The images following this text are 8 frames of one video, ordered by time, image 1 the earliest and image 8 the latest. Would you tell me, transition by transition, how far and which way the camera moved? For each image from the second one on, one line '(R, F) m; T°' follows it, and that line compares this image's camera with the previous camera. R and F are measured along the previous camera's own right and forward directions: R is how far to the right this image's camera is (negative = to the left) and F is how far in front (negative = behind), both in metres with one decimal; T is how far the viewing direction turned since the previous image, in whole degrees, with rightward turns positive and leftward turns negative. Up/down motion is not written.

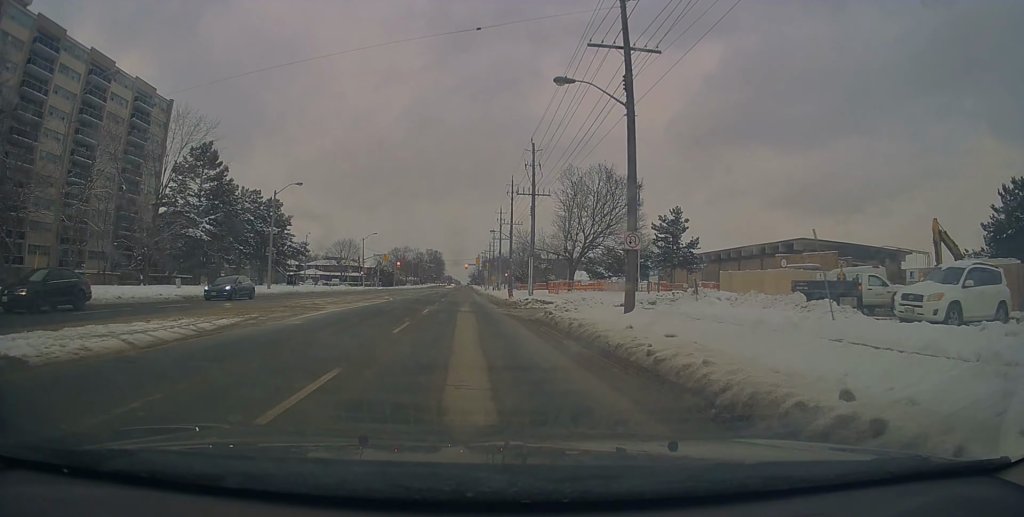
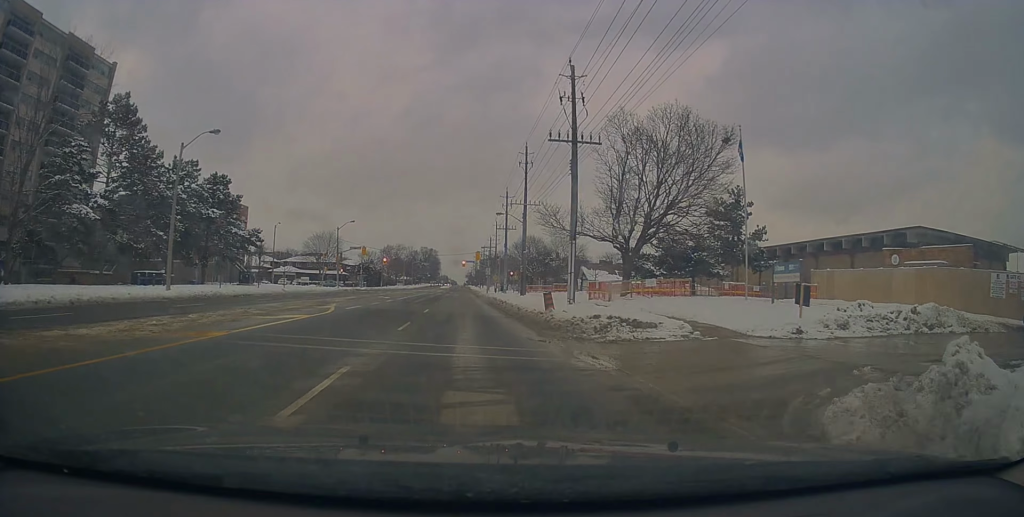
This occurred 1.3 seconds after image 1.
(-0.1, +18.9) m; -1°
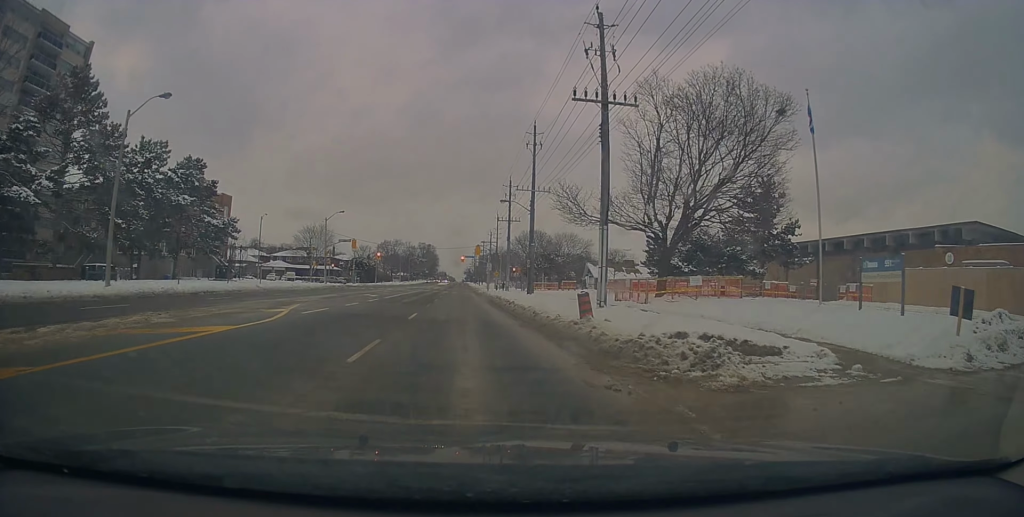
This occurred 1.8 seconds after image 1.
(-0.1, +6.9) m; 0°
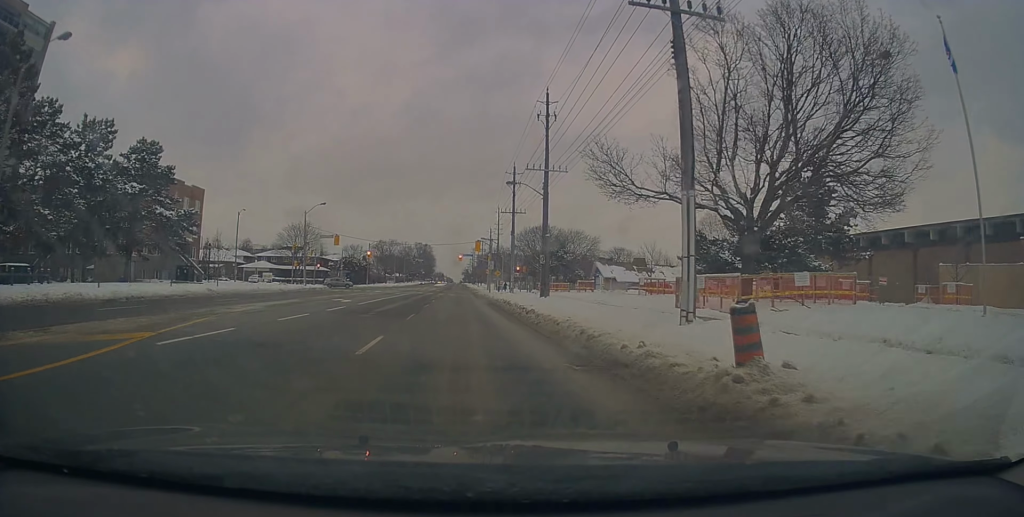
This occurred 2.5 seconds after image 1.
(+0.1, +9.0) m; 0°
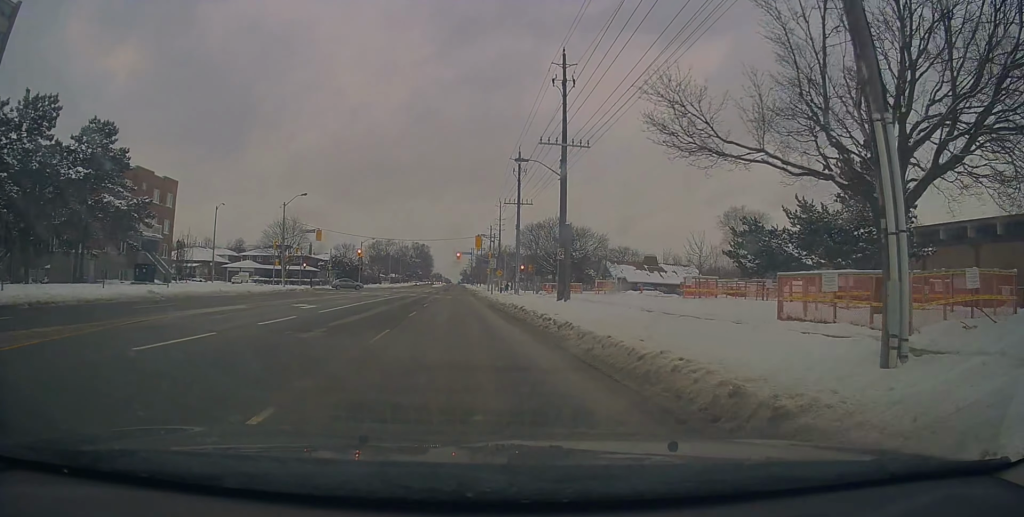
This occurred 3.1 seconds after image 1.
(0.0, +7.5) m; 0°
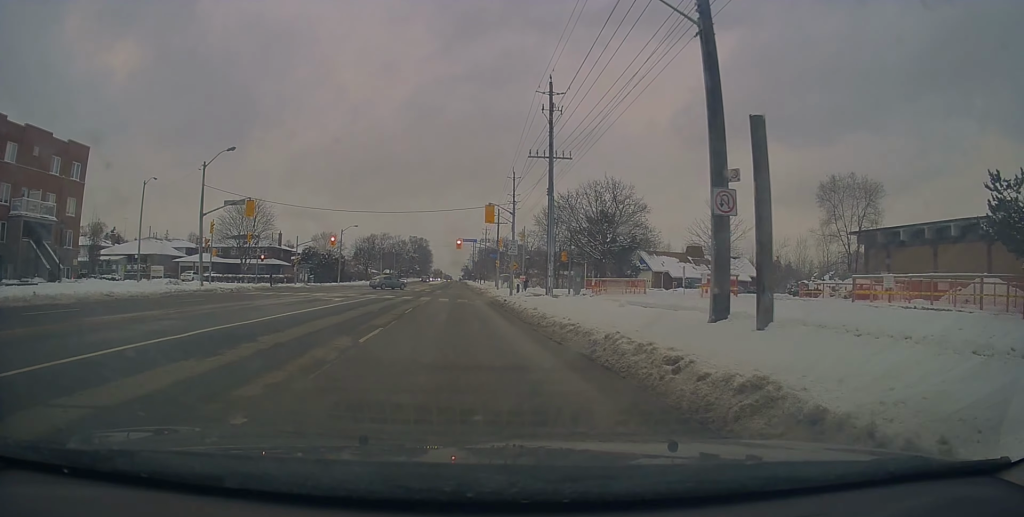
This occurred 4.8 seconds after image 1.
(+0.3, +20.0) m; +2°
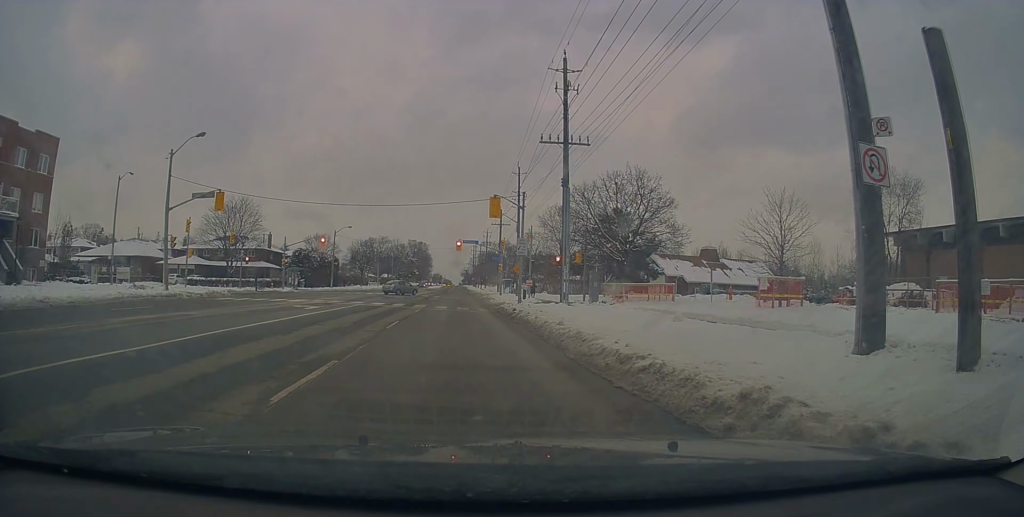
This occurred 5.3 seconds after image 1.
(-0.1, +5.2) m; -1°
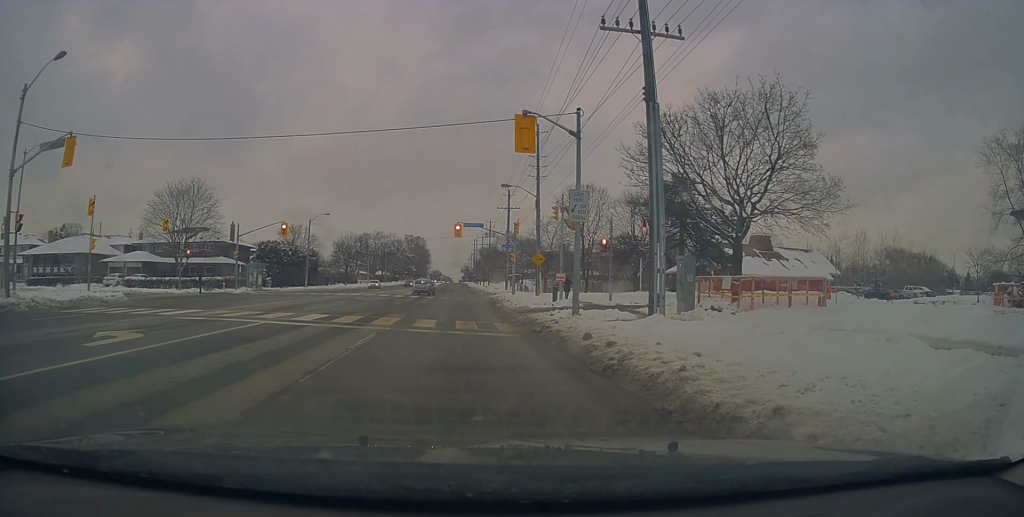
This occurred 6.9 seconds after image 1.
(-0.3, +15.0) m; -1°
